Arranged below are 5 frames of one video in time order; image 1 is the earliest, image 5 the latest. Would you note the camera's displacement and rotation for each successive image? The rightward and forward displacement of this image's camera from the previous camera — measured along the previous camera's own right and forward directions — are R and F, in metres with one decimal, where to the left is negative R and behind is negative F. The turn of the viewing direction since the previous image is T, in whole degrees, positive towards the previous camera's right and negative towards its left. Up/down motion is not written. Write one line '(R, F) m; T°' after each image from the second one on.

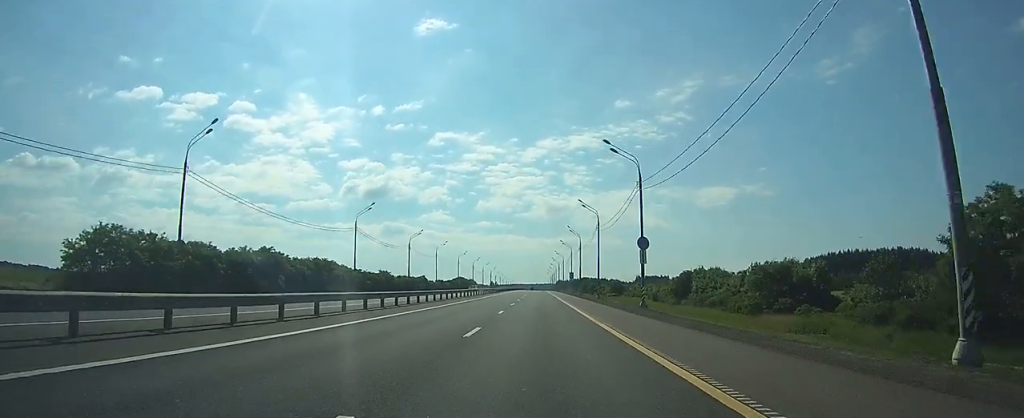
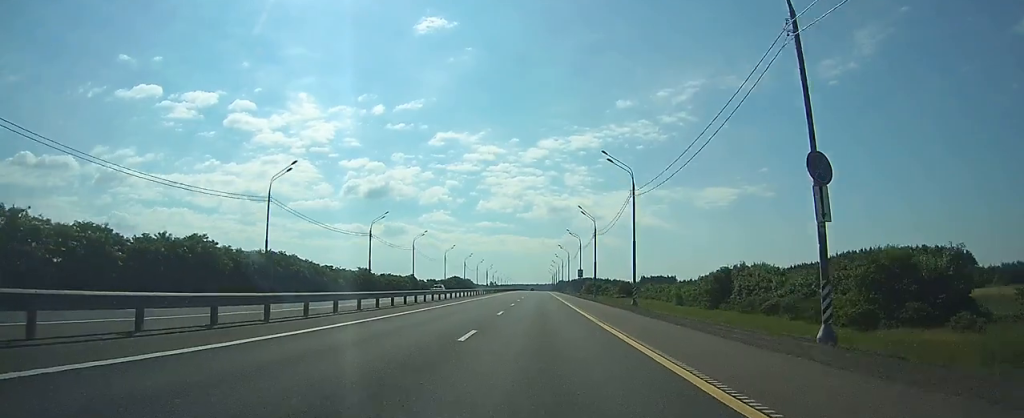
(0.0, +24.8) m; 0°
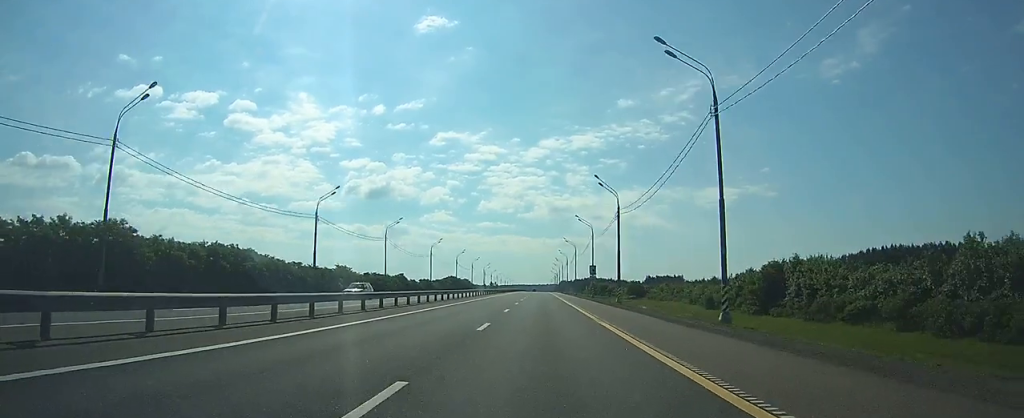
(0.0, +20.5) m; 0°
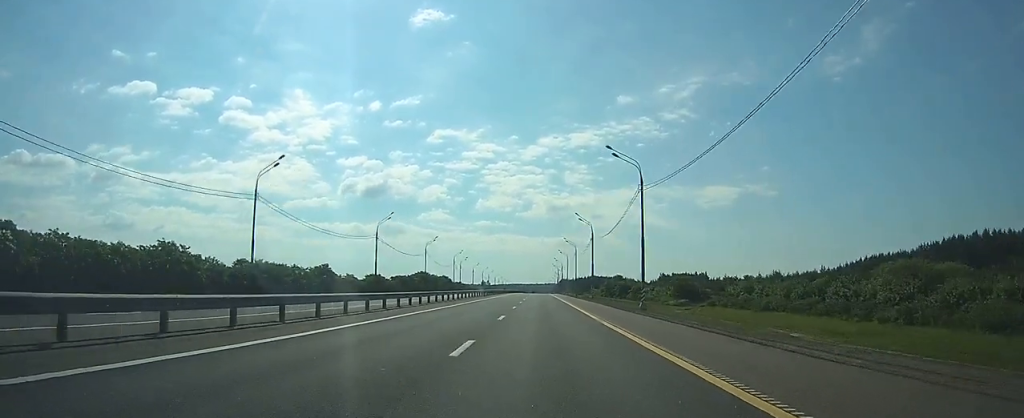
(-0.2, +77.0) m; 0°
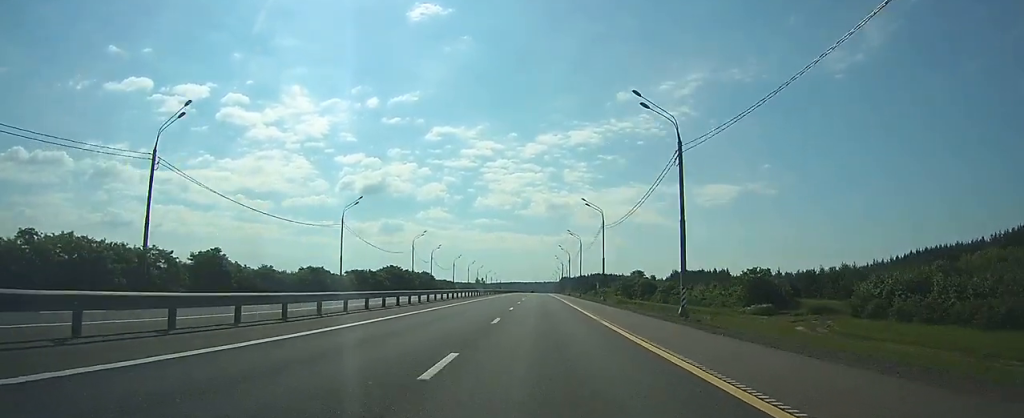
(0.0, +49.9) m; 0°
